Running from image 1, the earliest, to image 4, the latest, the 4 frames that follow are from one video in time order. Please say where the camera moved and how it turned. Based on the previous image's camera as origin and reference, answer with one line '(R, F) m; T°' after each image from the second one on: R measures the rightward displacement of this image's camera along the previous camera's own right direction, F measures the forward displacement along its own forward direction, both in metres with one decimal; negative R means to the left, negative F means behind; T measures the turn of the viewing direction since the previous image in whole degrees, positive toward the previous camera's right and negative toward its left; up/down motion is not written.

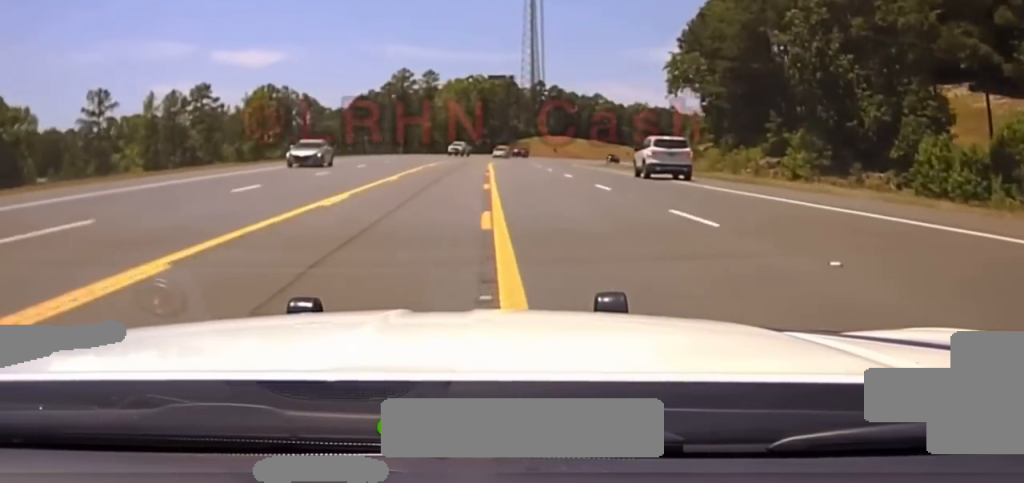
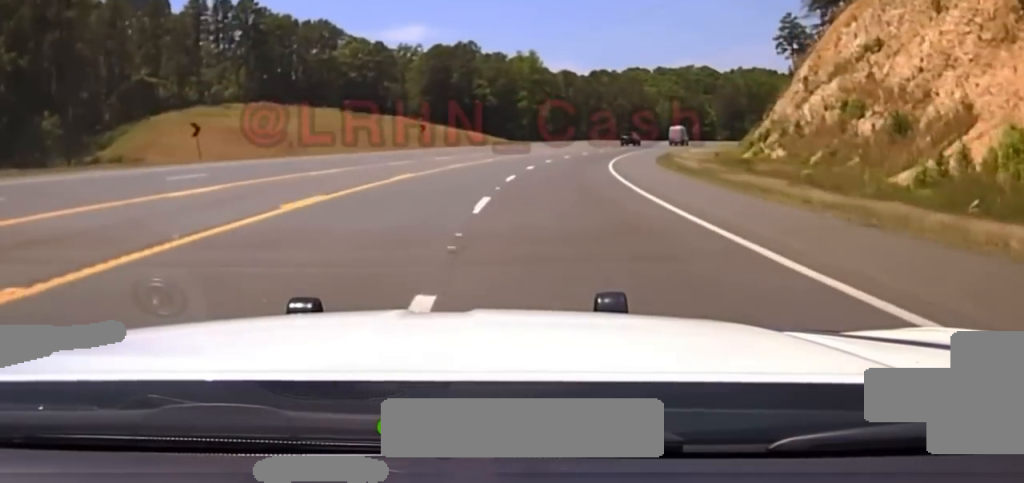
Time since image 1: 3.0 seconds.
(+7.9, +163.2) m; +12°
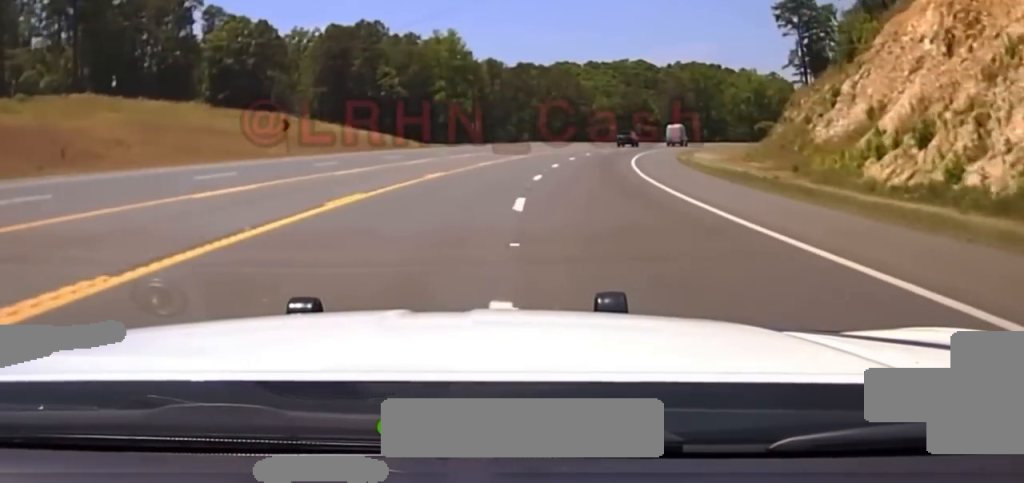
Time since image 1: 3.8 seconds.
(+1.6, +31.9) m; +6°
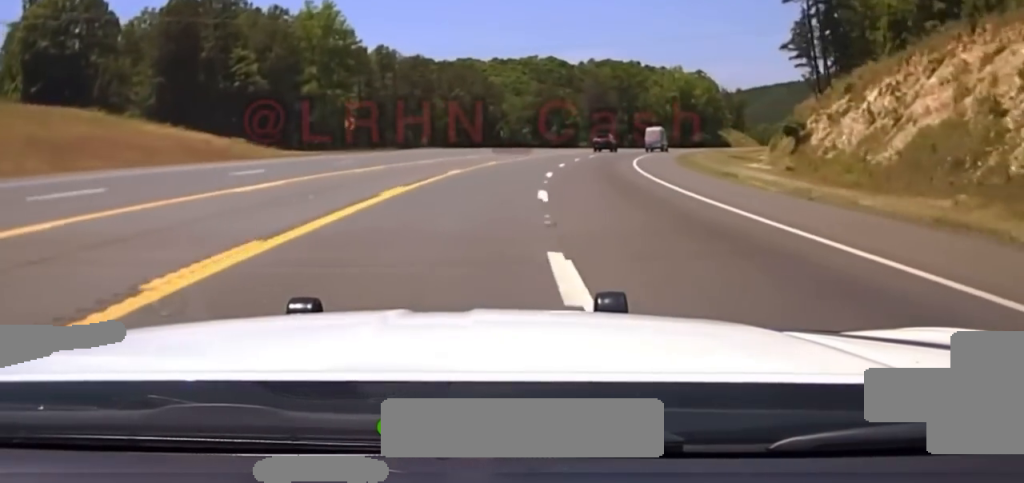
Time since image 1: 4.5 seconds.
(+0.8, +30.5) m; +5°
